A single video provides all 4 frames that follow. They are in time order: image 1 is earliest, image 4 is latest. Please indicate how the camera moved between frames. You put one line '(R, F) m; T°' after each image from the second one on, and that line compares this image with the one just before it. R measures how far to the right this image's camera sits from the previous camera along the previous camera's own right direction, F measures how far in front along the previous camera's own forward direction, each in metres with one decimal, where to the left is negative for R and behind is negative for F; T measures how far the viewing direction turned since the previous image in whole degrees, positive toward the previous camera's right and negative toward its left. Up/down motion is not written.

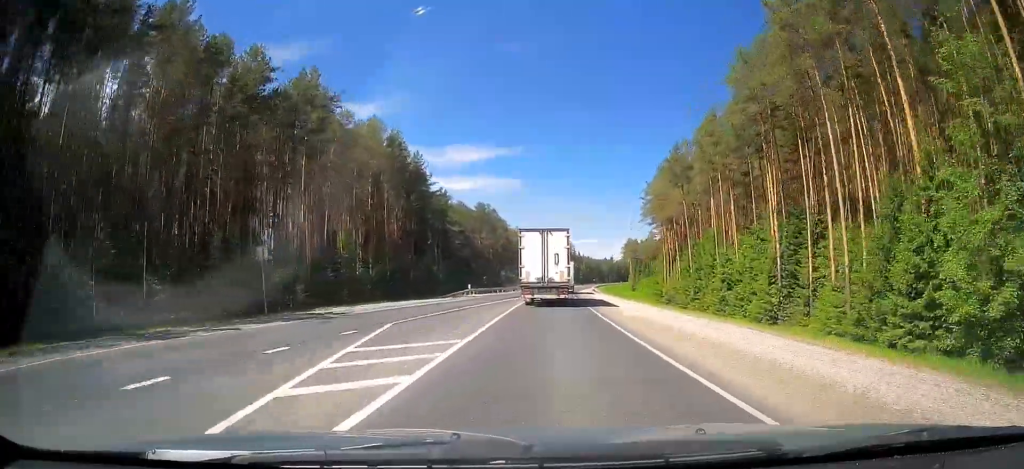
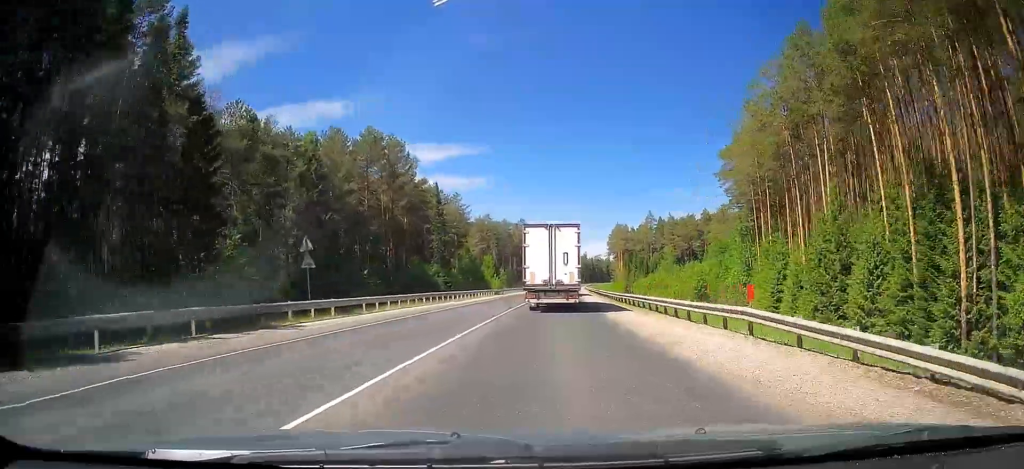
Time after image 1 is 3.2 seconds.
(+2.7, +73.3) m; +5°
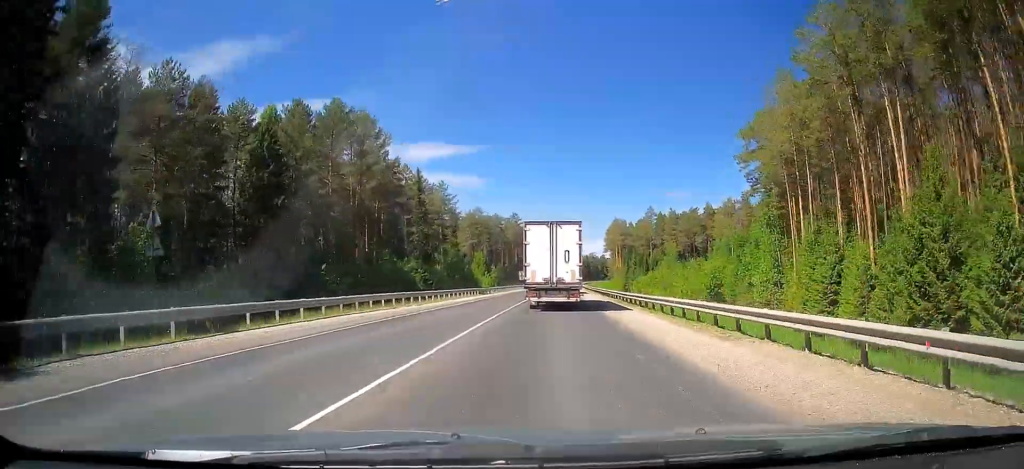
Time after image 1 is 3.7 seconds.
(0.0, +11.3) m; +2°
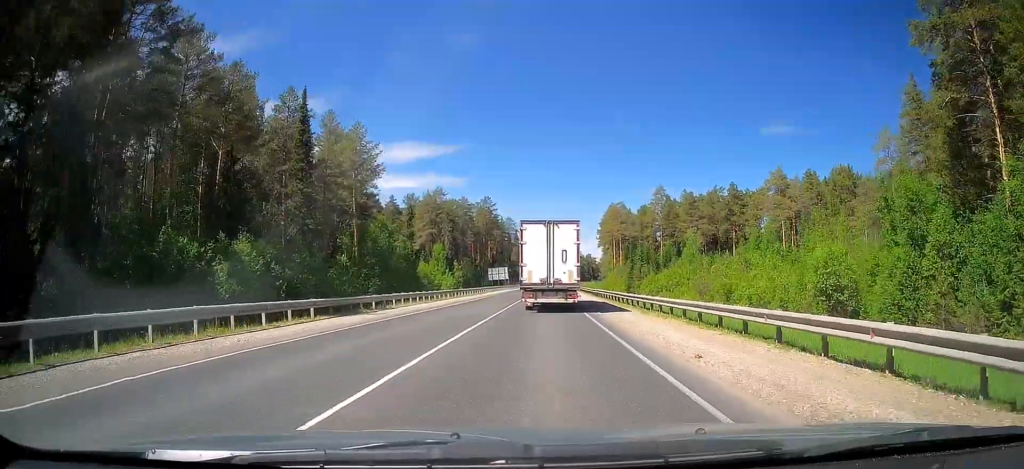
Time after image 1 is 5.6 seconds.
(+0.4, +42.9) m; +1°
